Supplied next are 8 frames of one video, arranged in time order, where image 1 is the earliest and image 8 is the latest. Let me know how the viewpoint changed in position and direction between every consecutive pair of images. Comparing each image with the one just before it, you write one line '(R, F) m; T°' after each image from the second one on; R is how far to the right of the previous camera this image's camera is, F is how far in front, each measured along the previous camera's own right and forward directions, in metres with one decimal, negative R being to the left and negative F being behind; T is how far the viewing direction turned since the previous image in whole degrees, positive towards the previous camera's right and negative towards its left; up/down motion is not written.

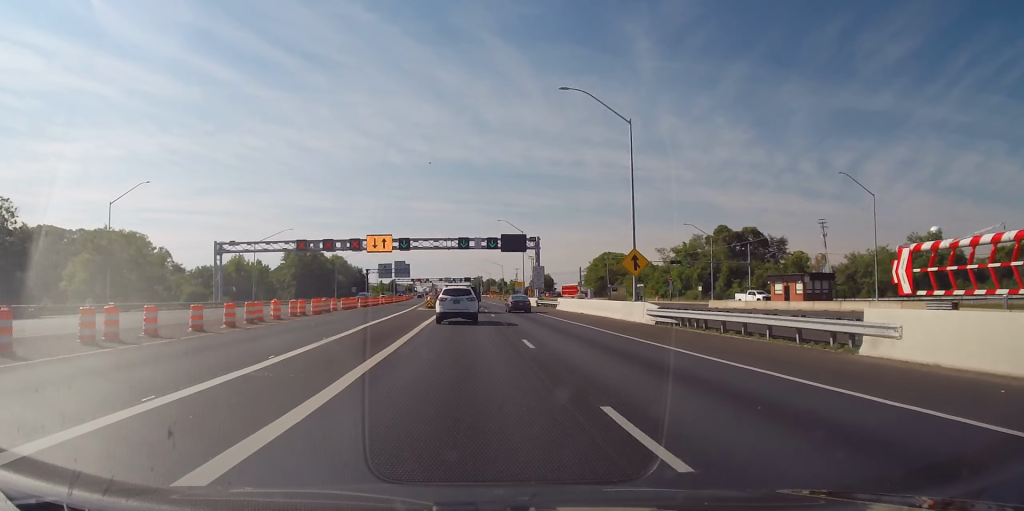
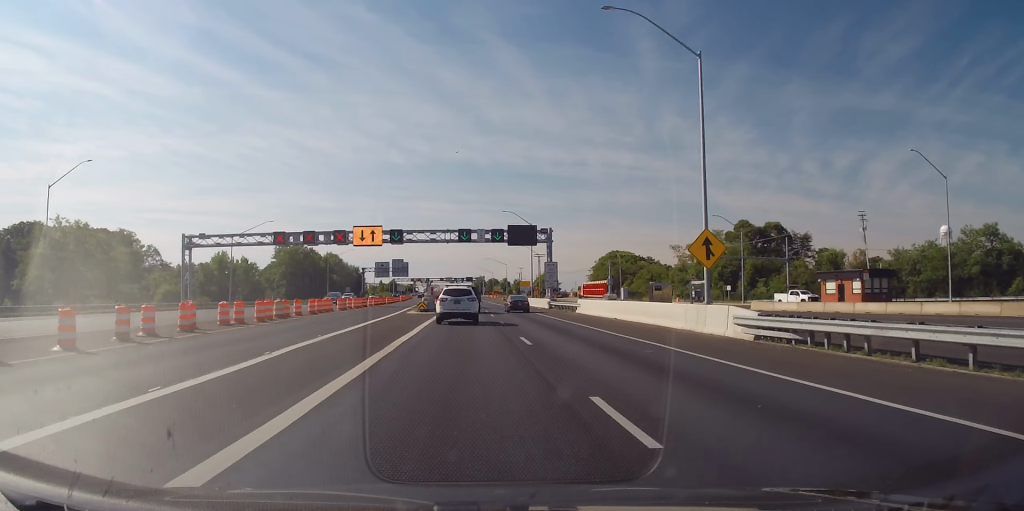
(+0.2, +11.3) m; 0°
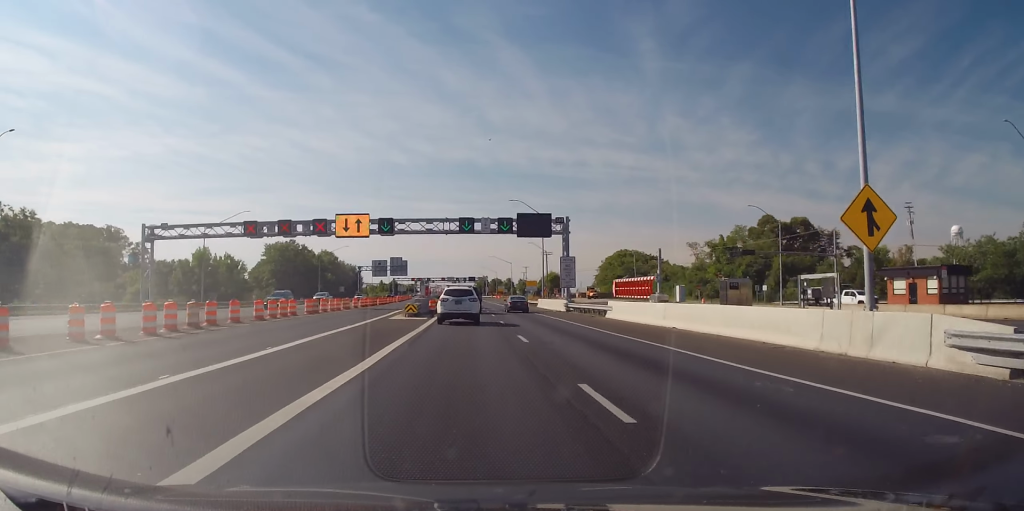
(+0.2, +11.3) m; 0°
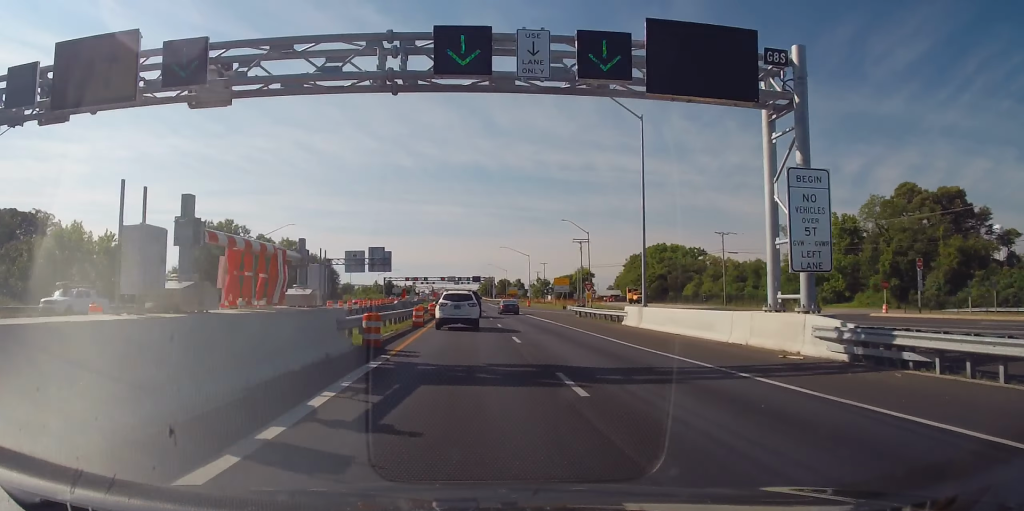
(-0.2, +46.8) m; 0°
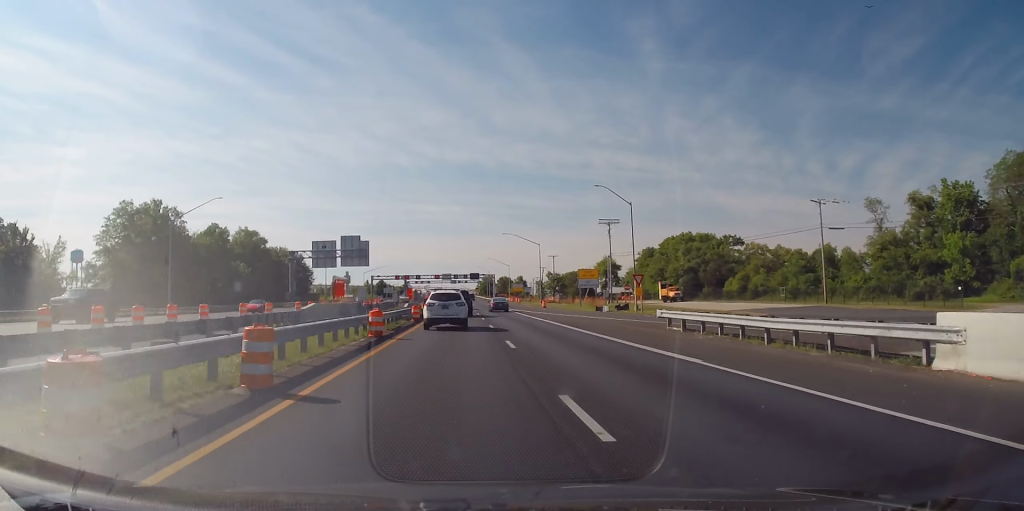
(-0.3, +27.9) m; 0°
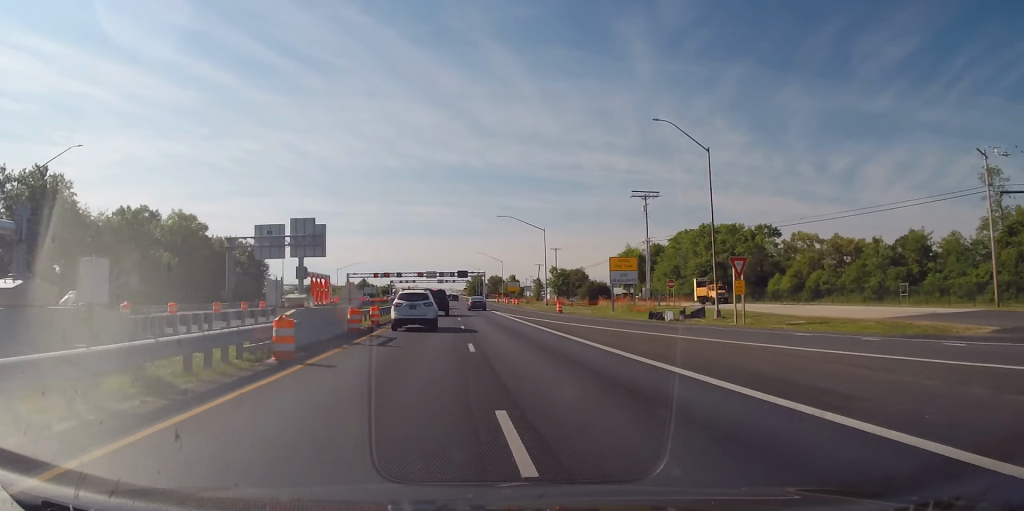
(+0.4, +25.7) m; +1°
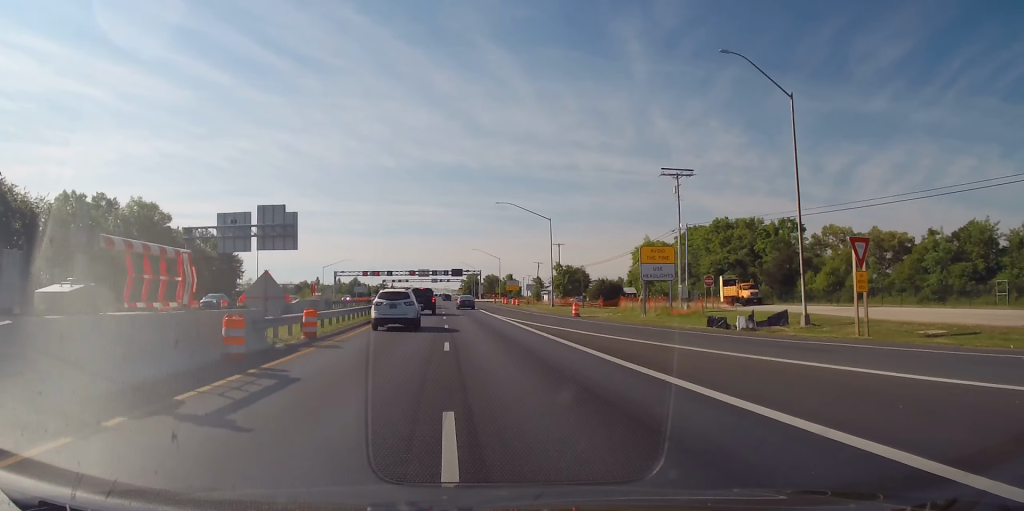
(0.0, +12.3) m; 0°
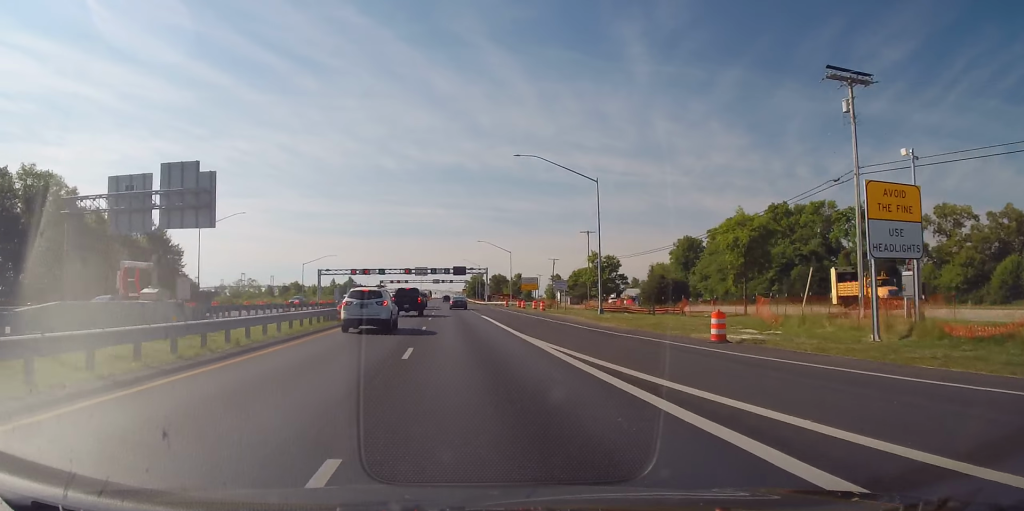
(-0.3, +26.8) m; -2°
